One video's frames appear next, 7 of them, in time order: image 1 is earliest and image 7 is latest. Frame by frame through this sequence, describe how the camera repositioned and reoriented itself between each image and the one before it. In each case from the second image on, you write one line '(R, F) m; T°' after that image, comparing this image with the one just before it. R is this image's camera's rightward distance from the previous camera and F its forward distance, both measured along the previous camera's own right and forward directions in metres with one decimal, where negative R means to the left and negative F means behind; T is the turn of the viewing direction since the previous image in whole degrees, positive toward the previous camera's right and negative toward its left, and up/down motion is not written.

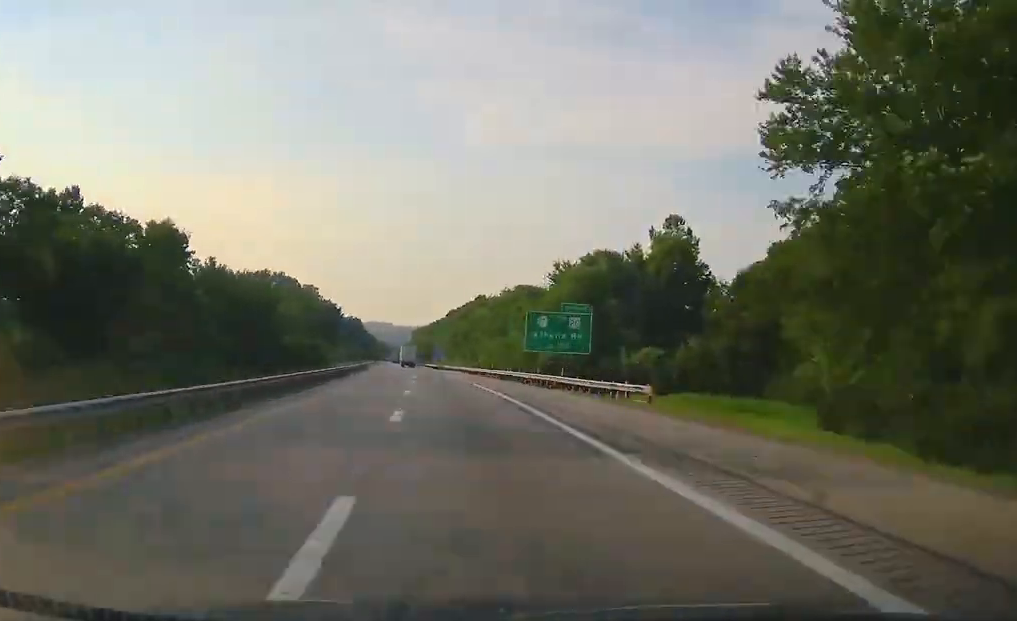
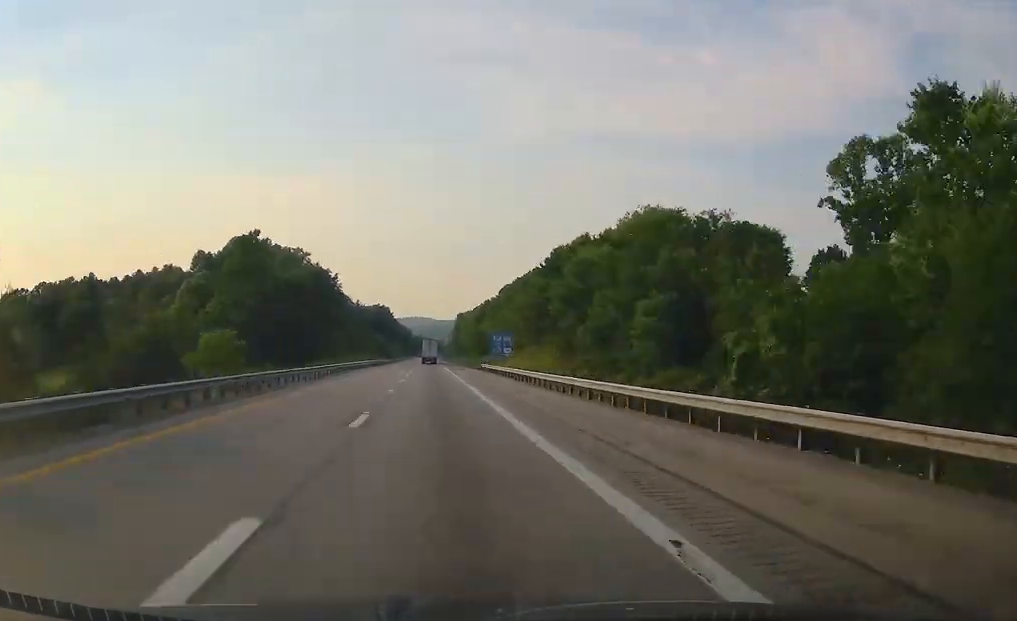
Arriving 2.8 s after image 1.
(-3.2, +98.7) m; -2°
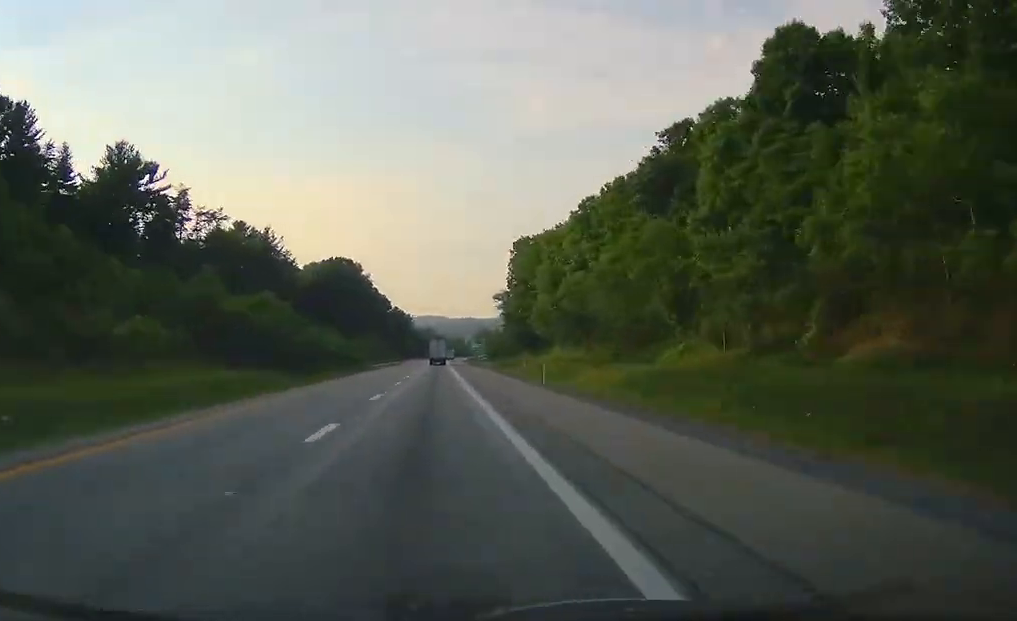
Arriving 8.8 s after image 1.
(-3.6, +210.8) m; 0°
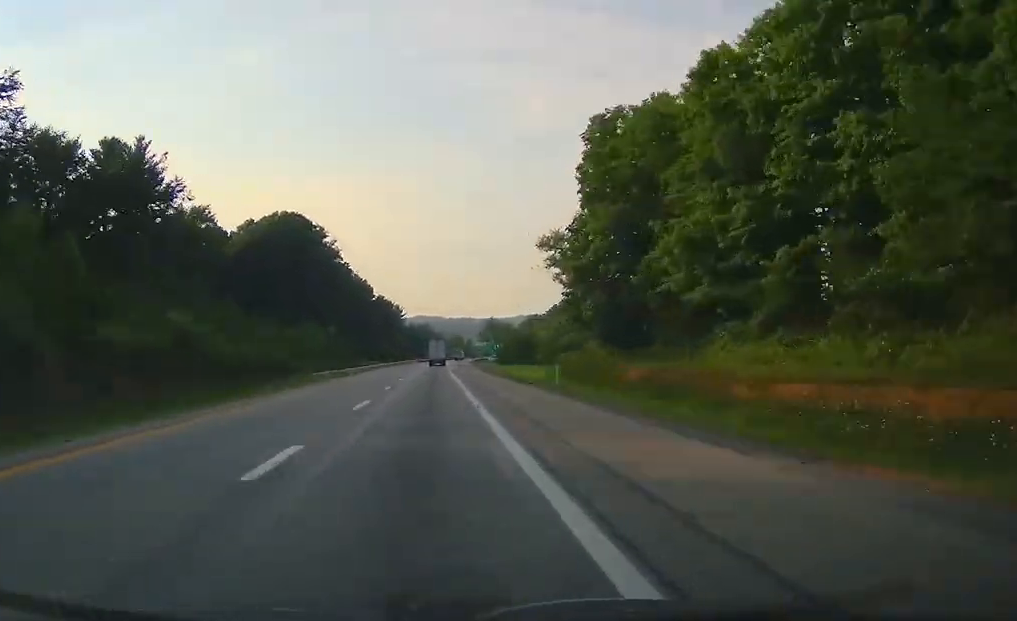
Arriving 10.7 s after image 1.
(+0.3, +65.4) m; +1°
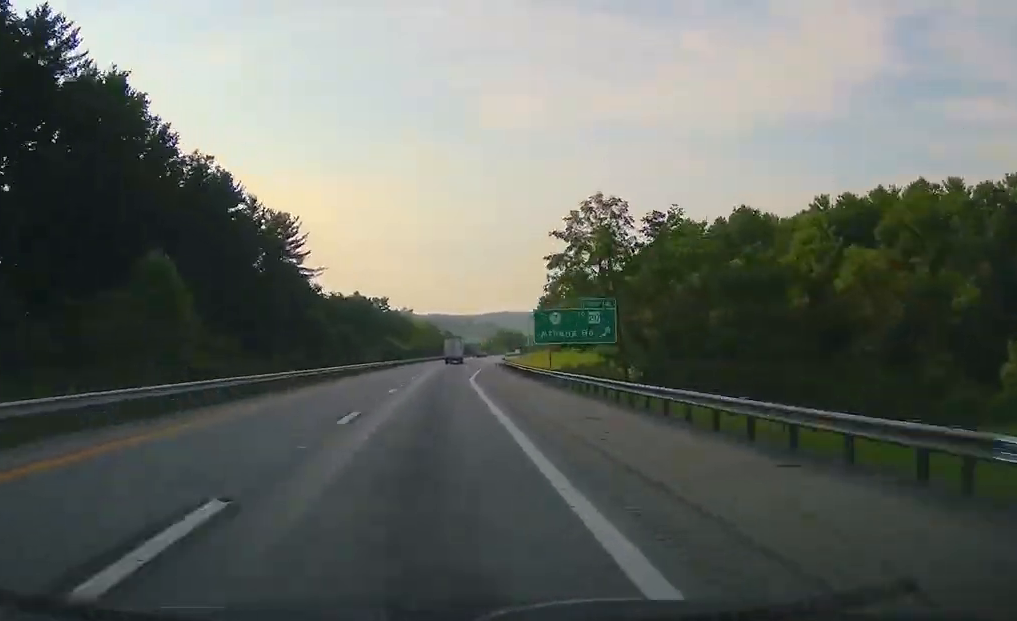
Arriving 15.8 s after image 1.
(+3.4, +176.8) m; +3°
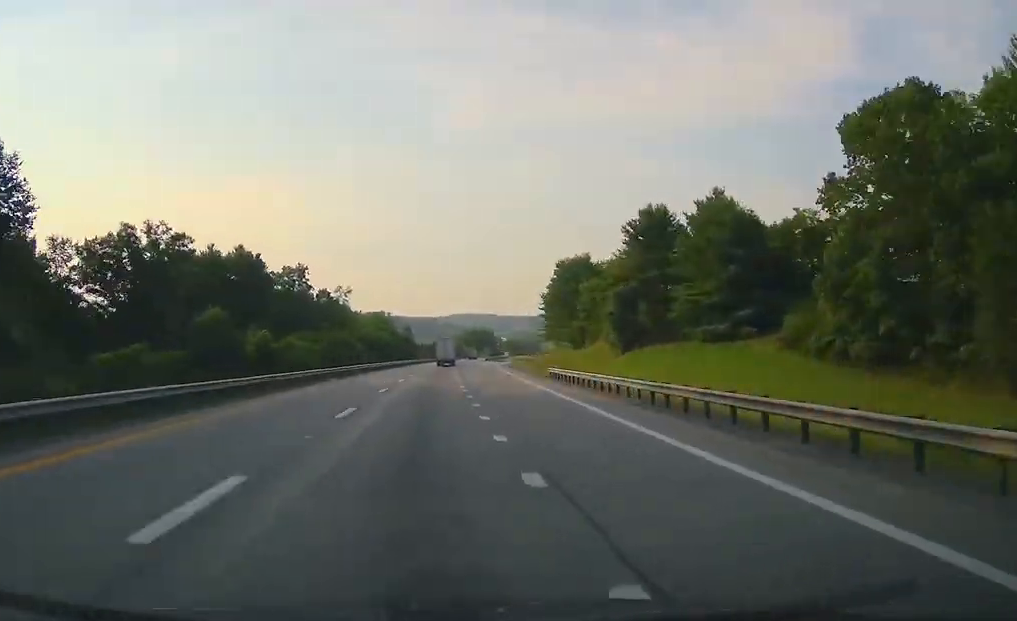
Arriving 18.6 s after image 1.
(+2.5, +97.4) m; +2°
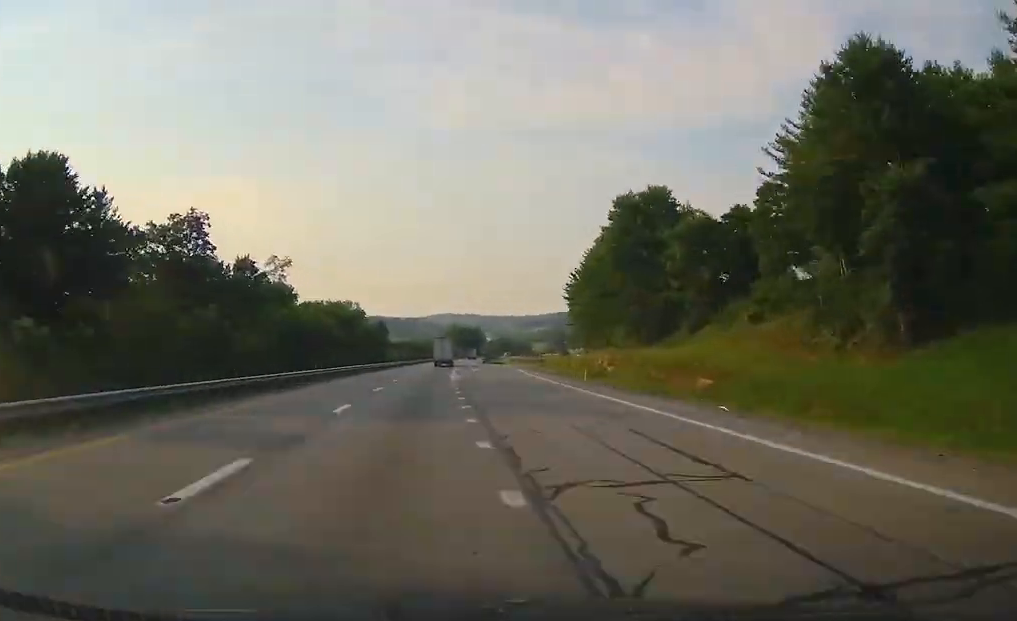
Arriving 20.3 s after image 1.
(+0.1, +60.5) m; +1°
